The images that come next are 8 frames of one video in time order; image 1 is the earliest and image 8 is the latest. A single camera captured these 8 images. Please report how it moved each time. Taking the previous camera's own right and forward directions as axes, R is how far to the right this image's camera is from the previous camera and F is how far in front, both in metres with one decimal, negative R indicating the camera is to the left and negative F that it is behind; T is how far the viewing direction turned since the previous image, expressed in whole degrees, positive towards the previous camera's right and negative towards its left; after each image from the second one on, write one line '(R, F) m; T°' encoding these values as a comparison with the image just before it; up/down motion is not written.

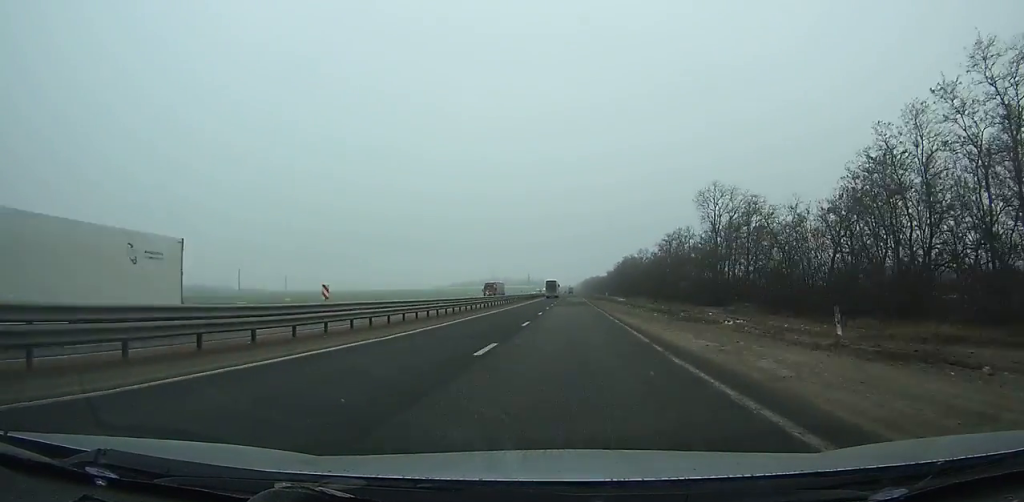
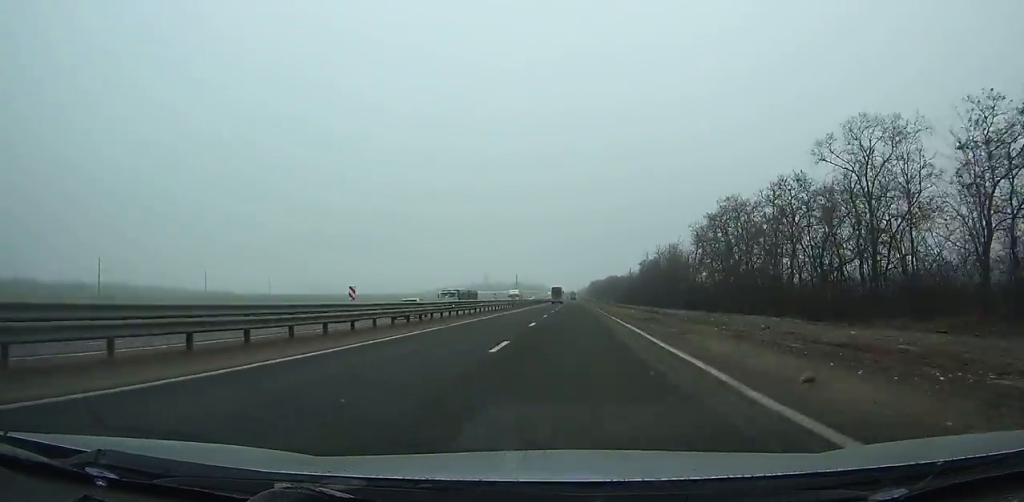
(-0.3, +117.0) m; 0°
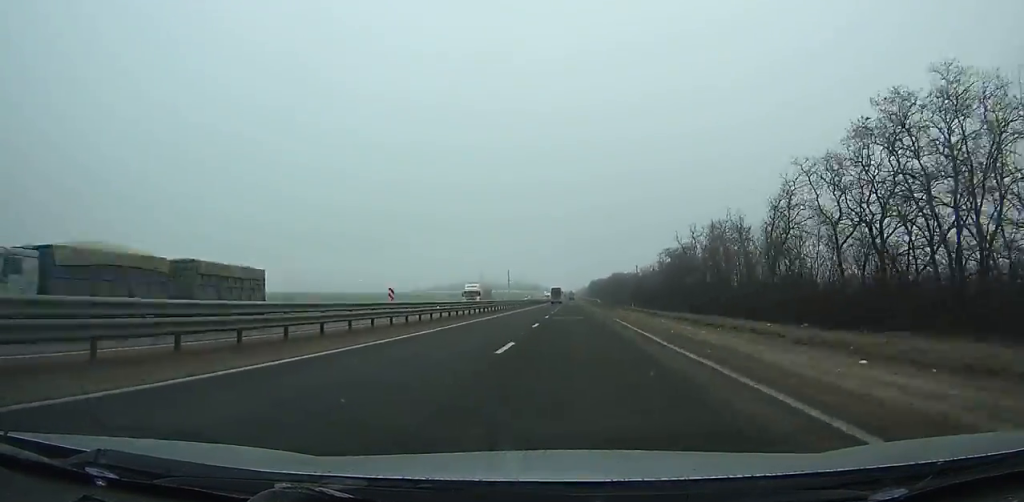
(0.0, +36.0) m; 0°
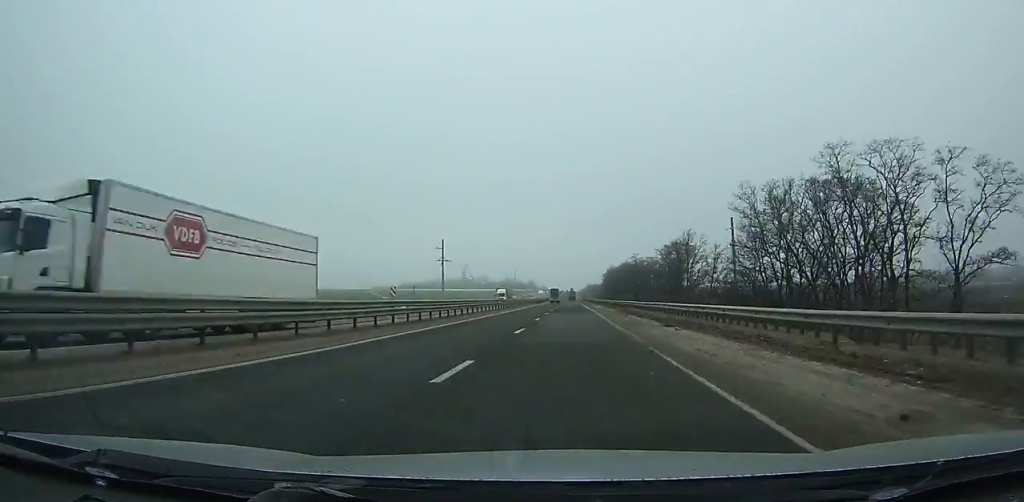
(+0.4, +158.9) m; 0°
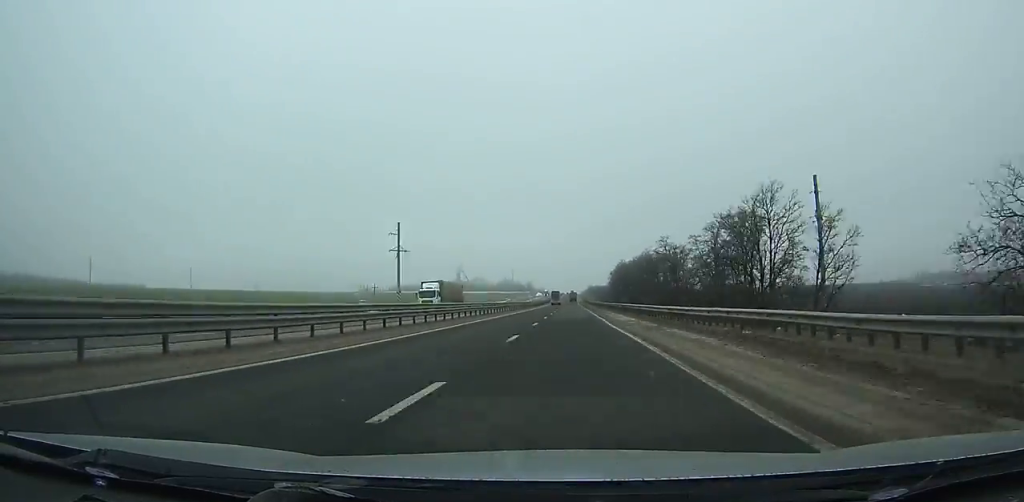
(0.0, +39.3) m; 0°
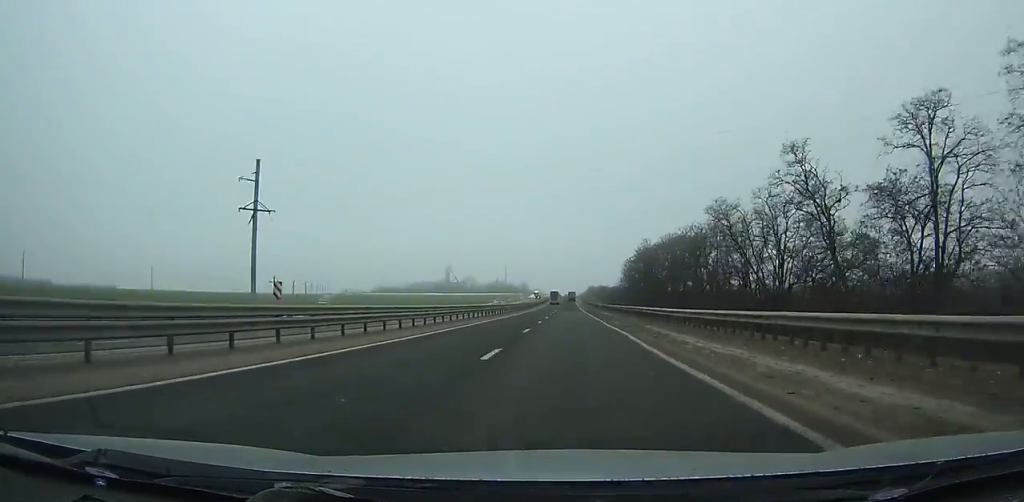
(0.0, +52.8) m; 0°
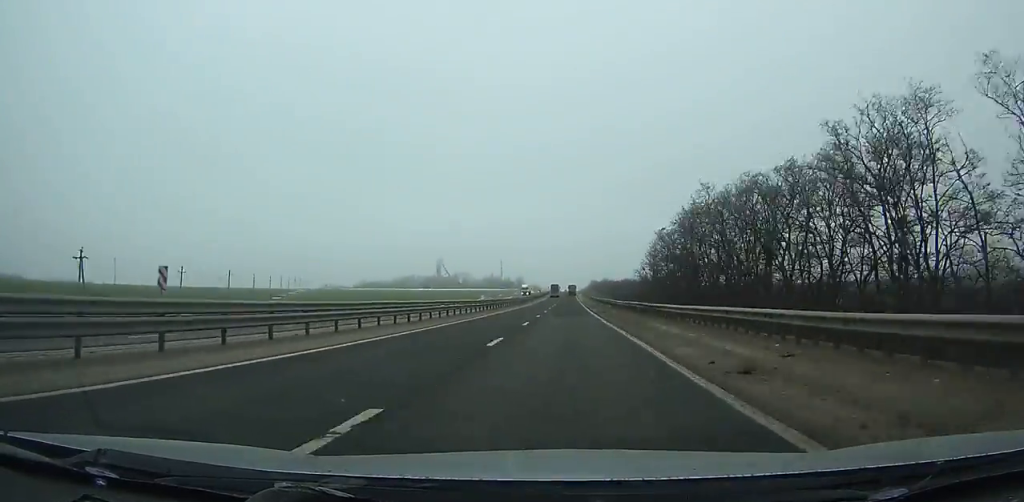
(+0.1, +45.1) m; 0°
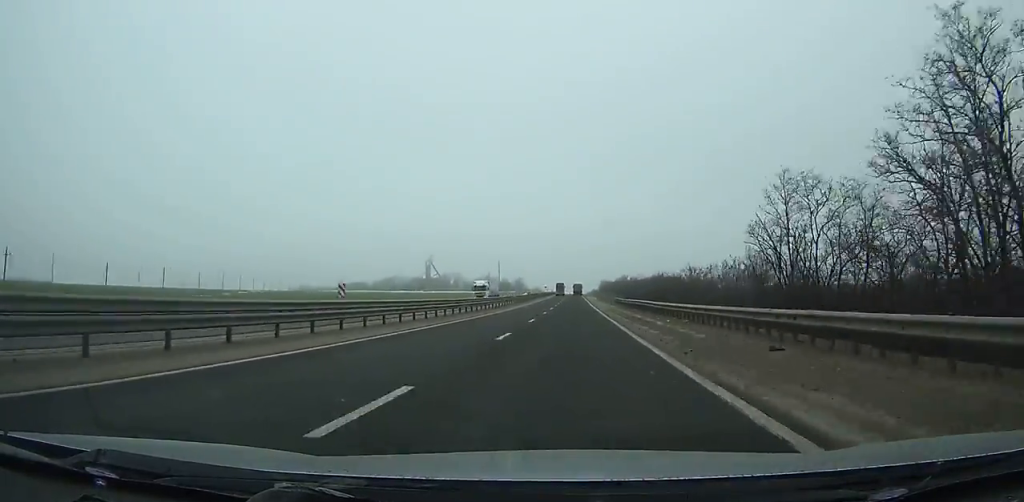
(-0.2, +69.5) m; 0°
